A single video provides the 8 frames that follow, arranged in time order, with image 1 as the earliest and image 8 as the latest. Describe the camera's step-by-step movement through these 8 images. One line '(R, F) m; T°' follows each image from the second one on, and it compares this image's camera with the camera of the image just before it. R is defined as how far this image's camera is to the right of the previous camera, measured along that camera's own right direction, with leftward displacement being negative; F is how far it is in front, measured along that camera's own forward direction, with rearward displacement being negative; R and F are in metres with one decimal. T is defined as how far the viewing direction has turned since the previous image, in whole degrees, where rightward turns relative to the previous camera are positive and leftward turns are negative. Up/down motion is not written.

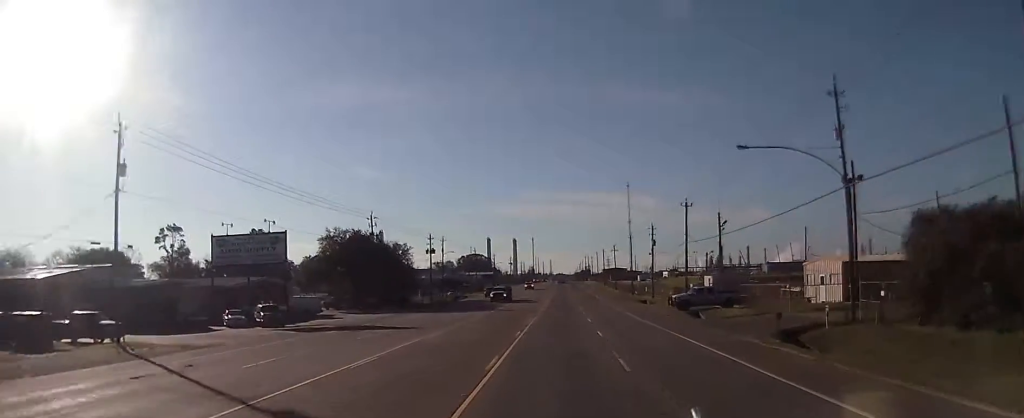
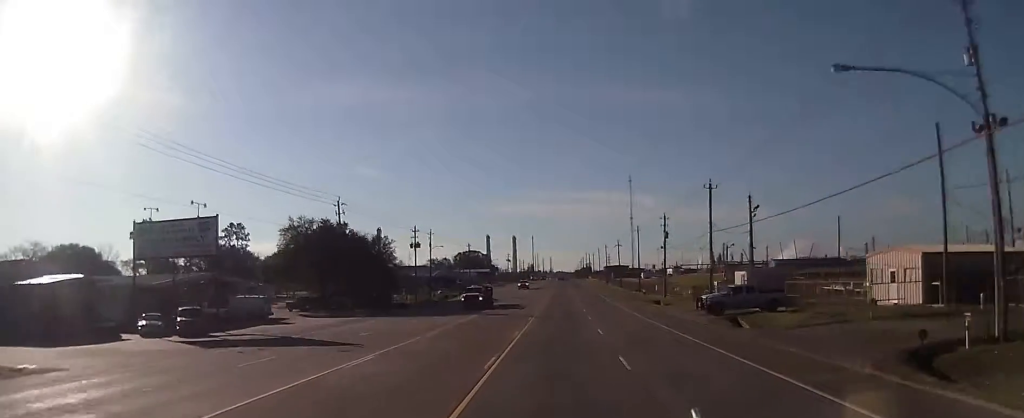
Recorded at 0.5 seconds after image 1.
(-0.2, +12.7) m; 0°
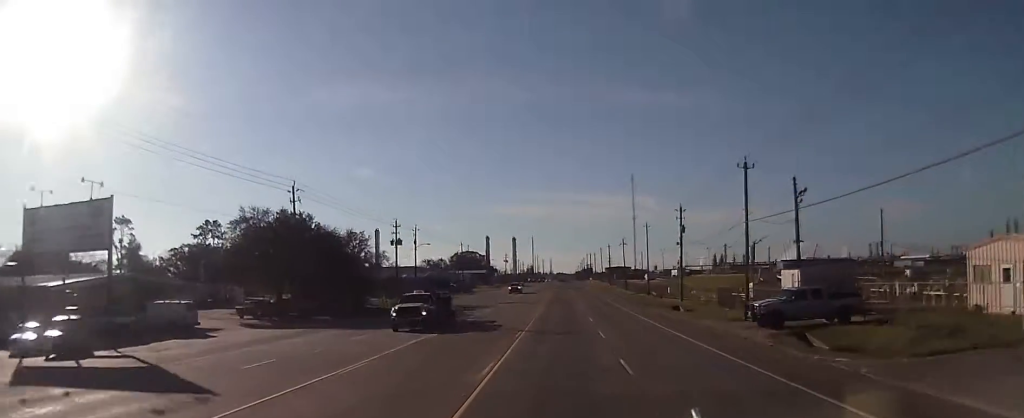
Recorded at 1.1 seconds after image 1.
(+0.3, +12.8) m; +1°
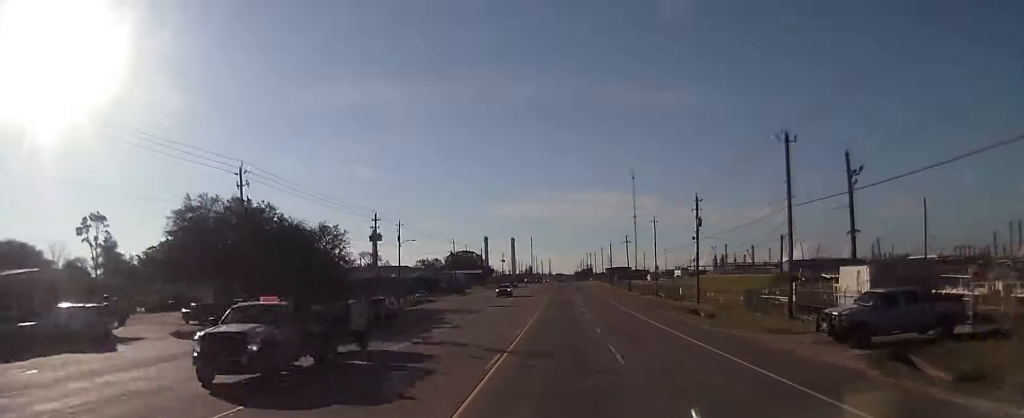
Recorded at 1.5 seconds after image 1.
(+0.1, +10.4) m; 0°
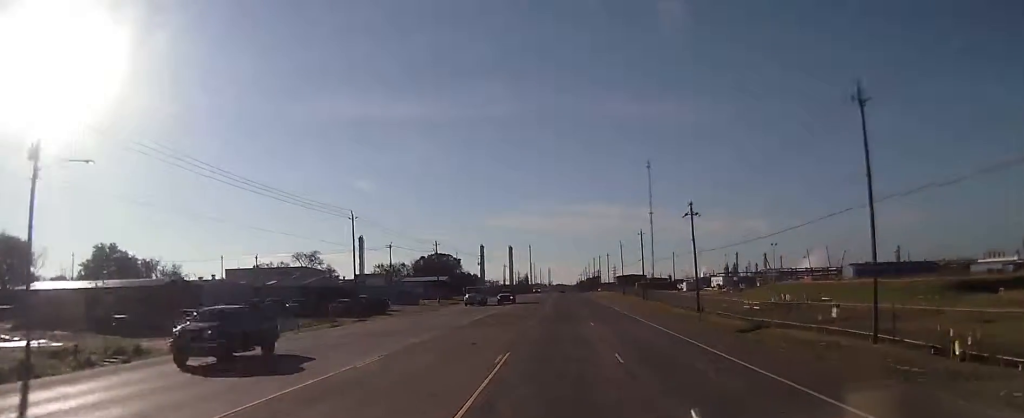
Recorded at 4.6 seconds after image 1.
(-1.9, +73.4) m; -1°
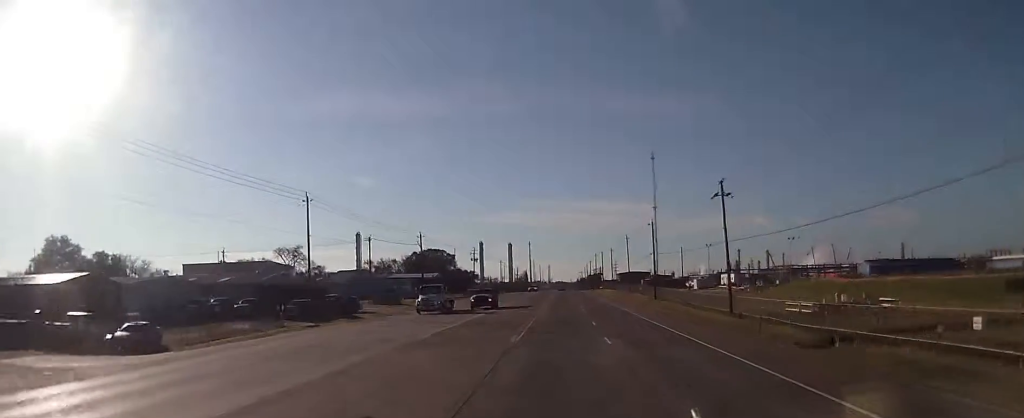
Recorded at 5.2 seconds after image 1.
(+0.3, +14.4) m; +1°
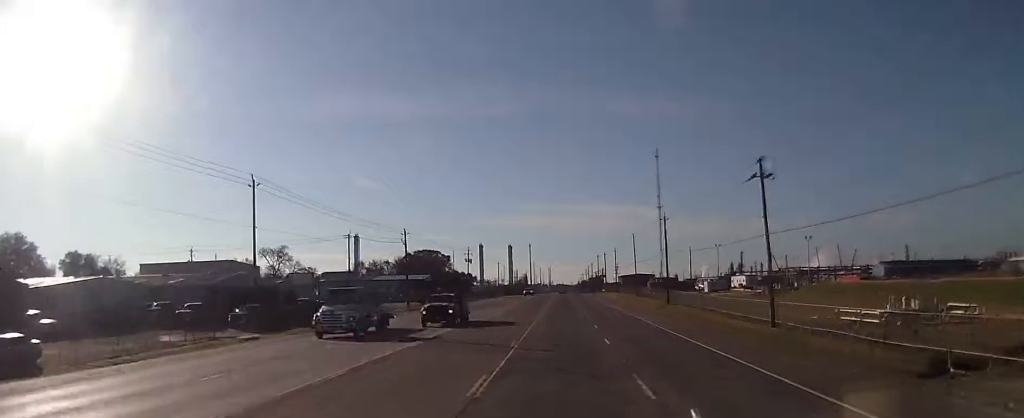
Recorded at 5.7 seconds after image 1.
(+0.1, +12.0) m; 0°
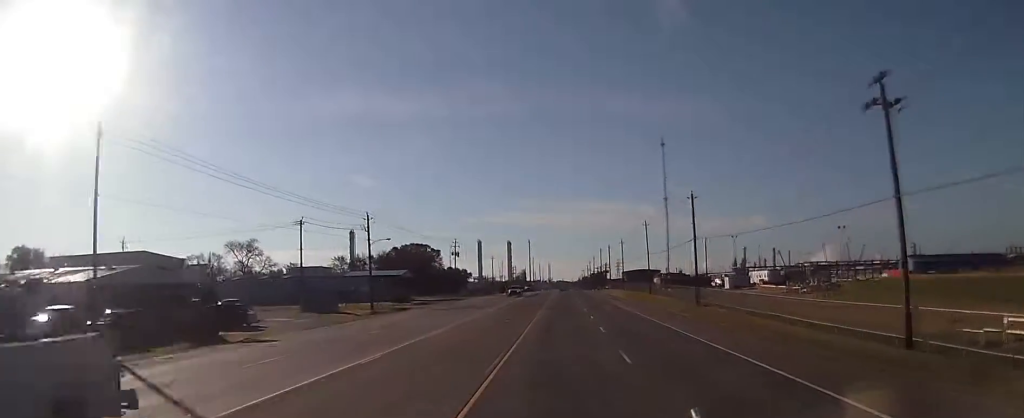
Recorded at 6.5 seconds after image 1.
(0.0, +19.9) m; 0°
